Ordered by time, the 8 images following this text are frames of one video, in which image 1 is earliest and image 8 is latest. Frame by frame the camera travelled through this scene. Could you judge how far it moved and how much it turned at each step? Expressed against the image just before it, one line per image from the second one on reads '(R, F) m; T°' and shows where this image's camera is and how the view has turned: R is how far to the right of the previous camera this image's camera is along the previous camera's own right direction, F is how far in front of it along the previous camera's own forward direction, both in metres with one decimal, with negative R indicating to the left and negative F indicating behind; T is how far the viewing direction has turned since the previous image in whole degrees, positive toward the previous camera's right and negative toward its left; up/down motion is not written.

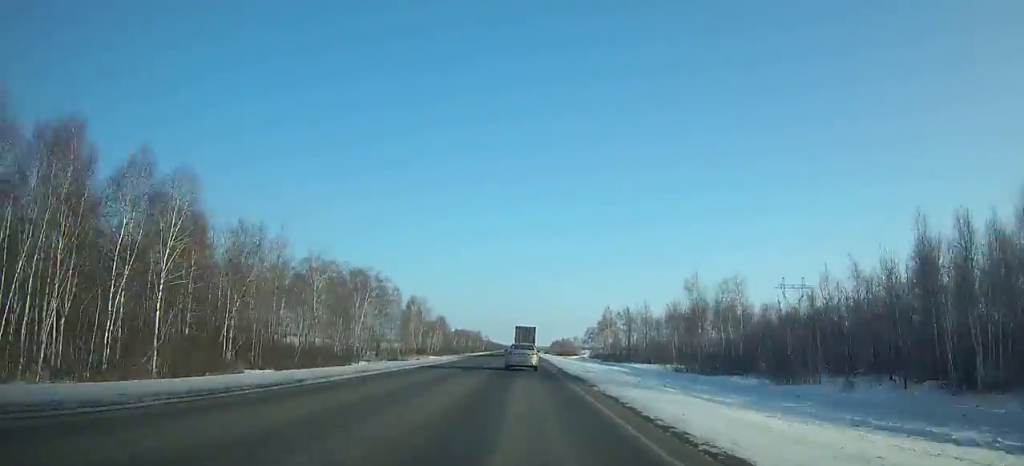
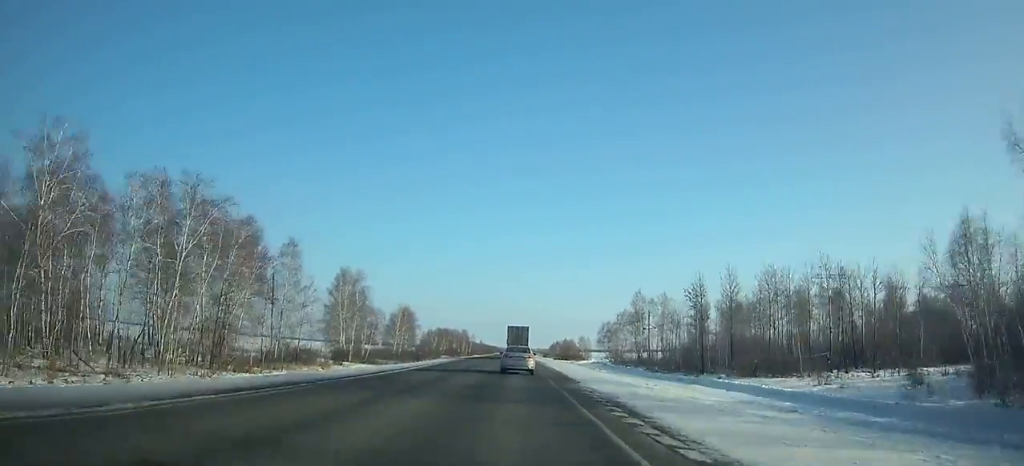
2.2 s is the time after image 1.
(0.0, +51.5) m; 0°
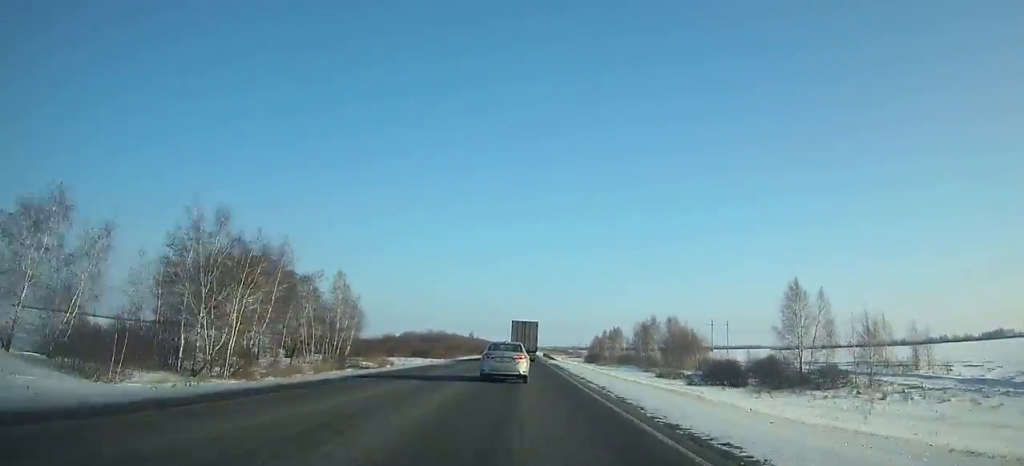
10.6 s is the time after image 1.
(-1.3, +192.2) m; 0°
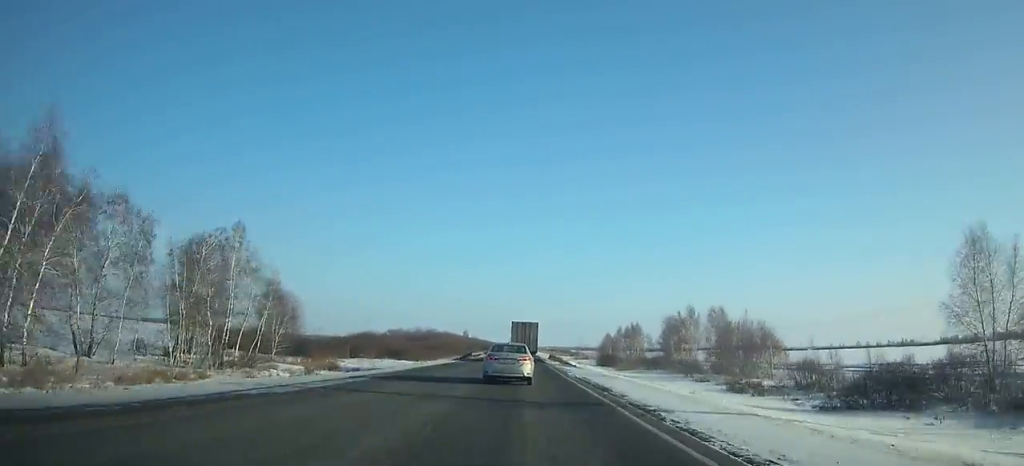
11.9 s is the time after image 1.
(+0.1, +28.7) m; 0°
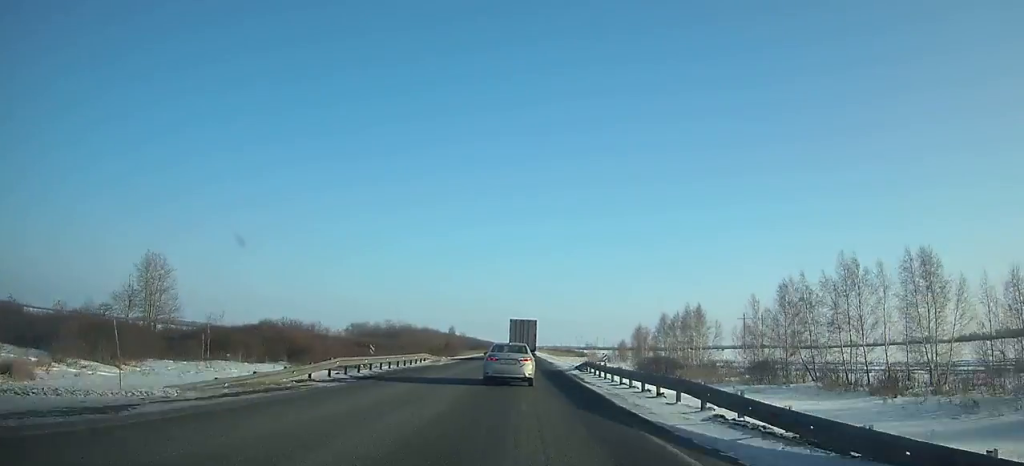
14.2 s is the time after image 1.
(+0.2, +49.8) m; 0°
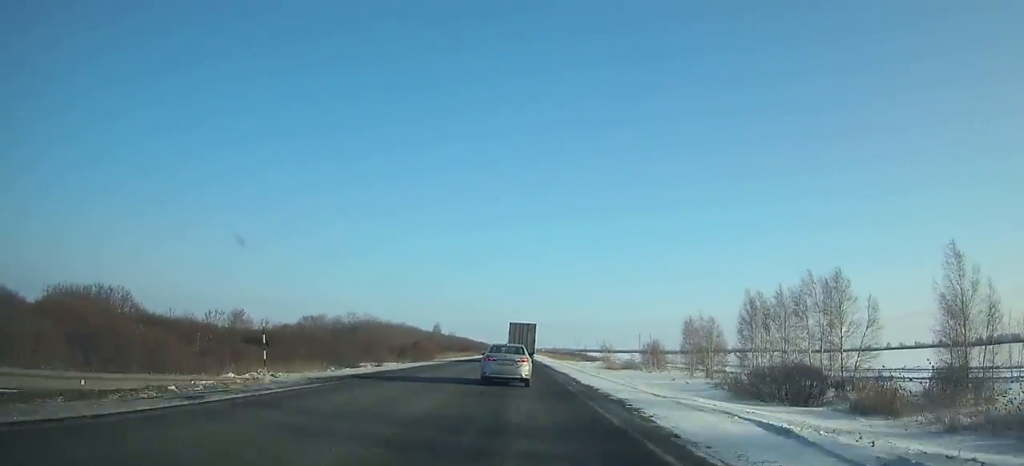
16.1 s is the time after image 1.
(+0.1, +40.7) m; 0°
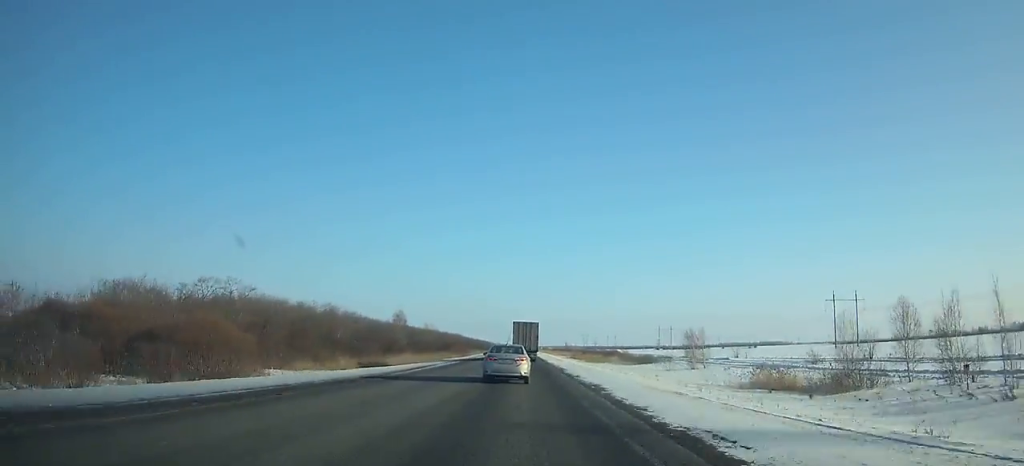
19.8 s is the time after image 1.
(-0.1, +78.4) m; 0°
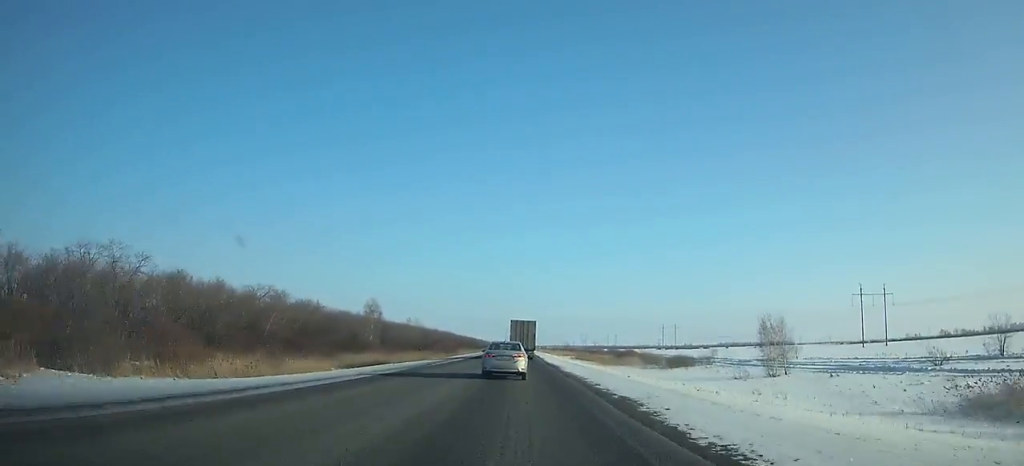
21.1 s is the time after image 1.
(0.0, +27.4) m; 0°
